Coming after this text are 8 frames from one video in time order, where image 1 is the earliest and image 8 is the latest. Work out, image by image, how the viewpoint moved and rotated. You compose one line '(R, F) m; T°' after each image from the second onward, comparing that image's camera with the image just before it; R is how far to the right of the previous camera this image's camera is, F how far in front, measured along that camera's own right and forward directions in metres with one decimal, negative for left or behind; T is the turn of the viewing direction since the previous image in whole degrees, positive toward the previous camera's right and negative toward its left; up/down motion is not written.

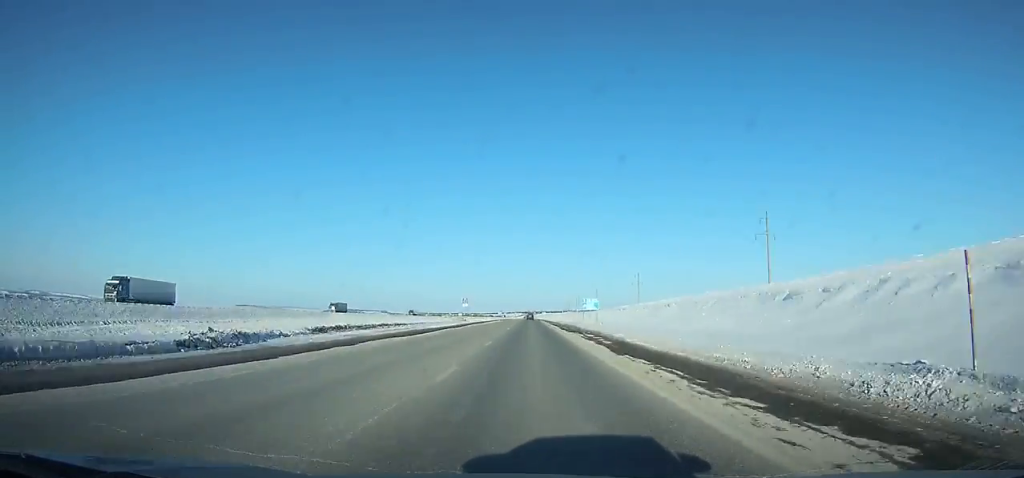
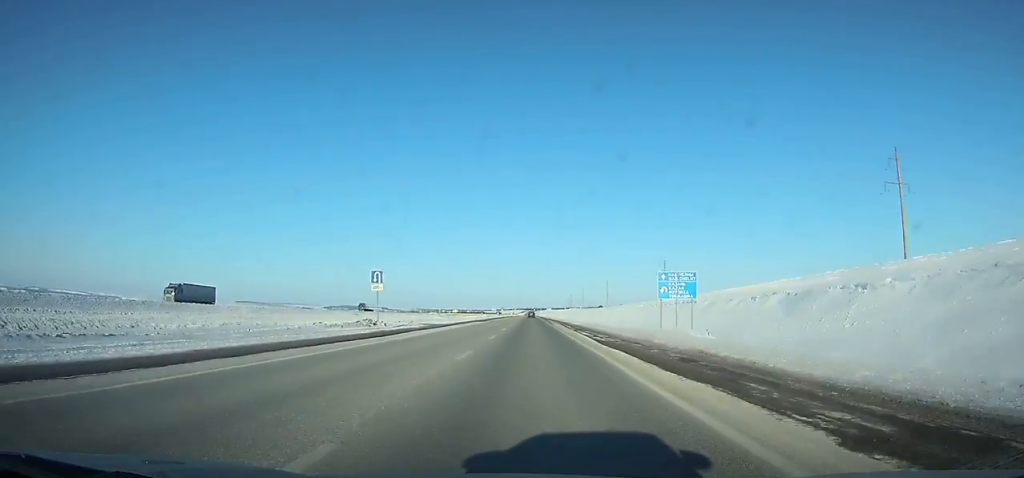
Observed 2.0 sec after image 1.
(+0.1, +56.5) m; 0°
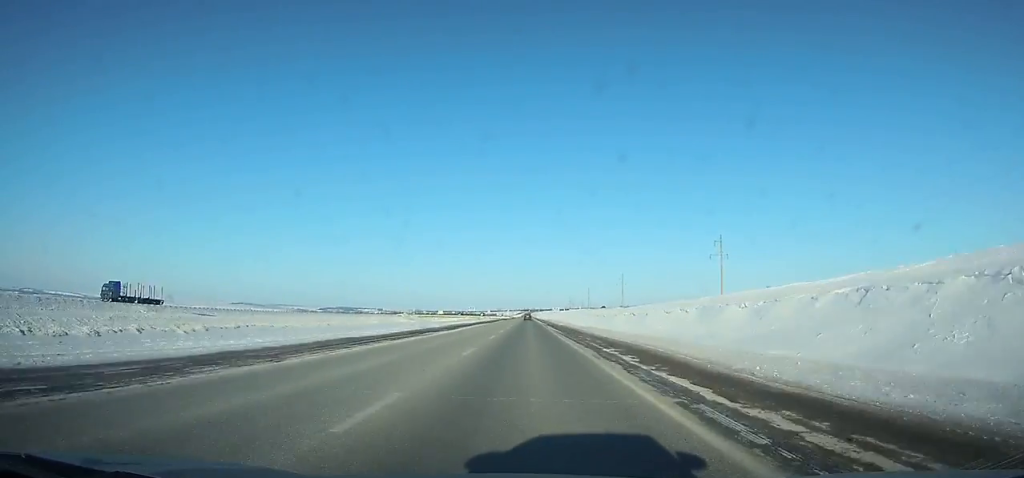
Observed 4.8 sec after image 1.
(0.0, +79.4) m; 0°
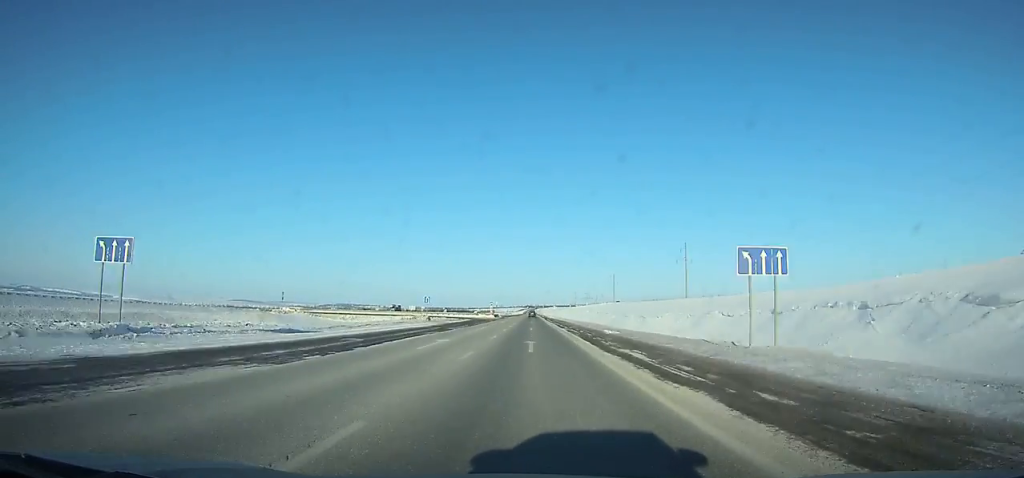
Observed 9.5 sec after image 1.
(-0.4, +133.0) m; 0°
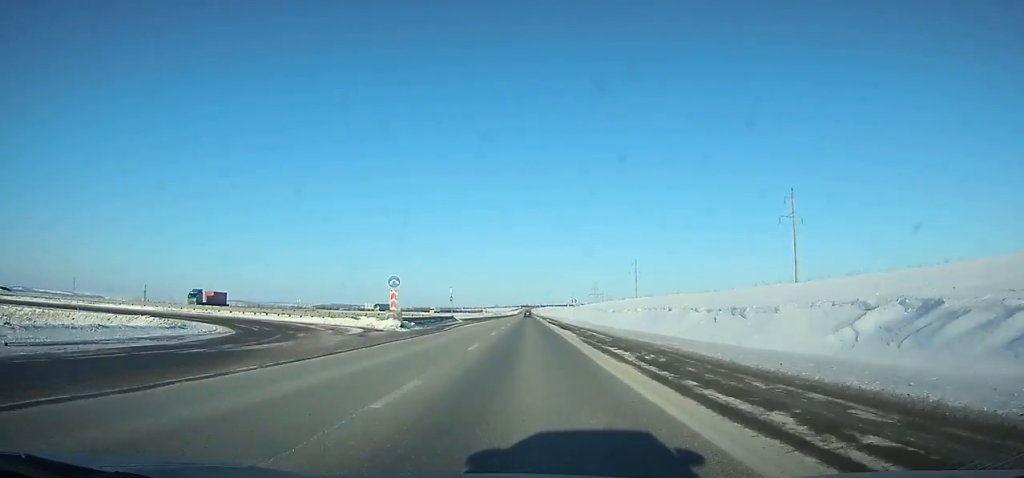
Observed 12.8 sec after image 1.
(0.0, +92.5) m; 0°
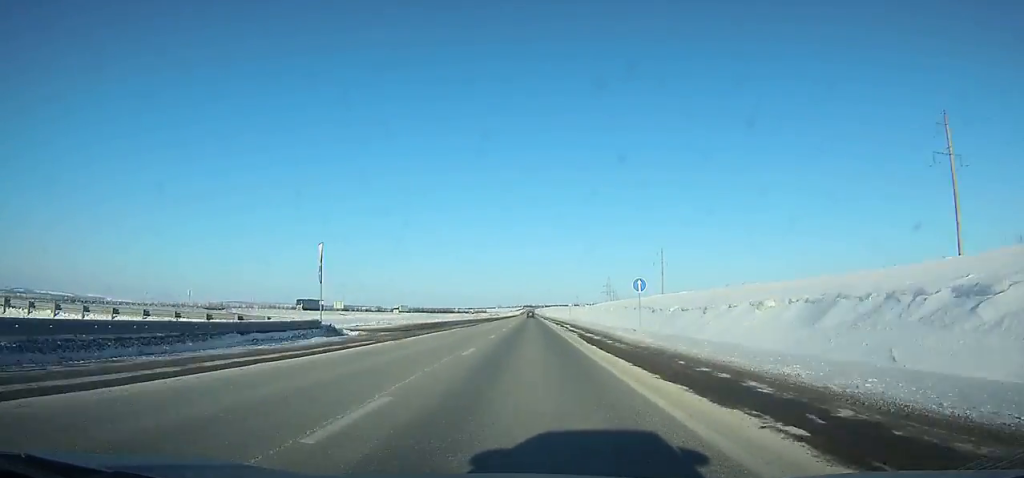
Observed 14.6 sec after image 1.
(+0.1, +50.3) m; 0°
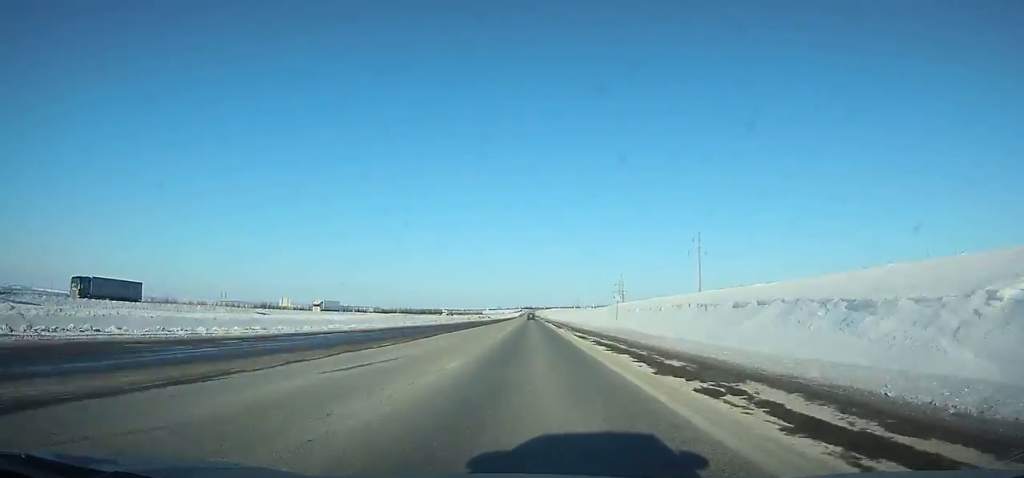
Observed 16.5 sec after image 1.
(0.0, +53.1) m; 0°
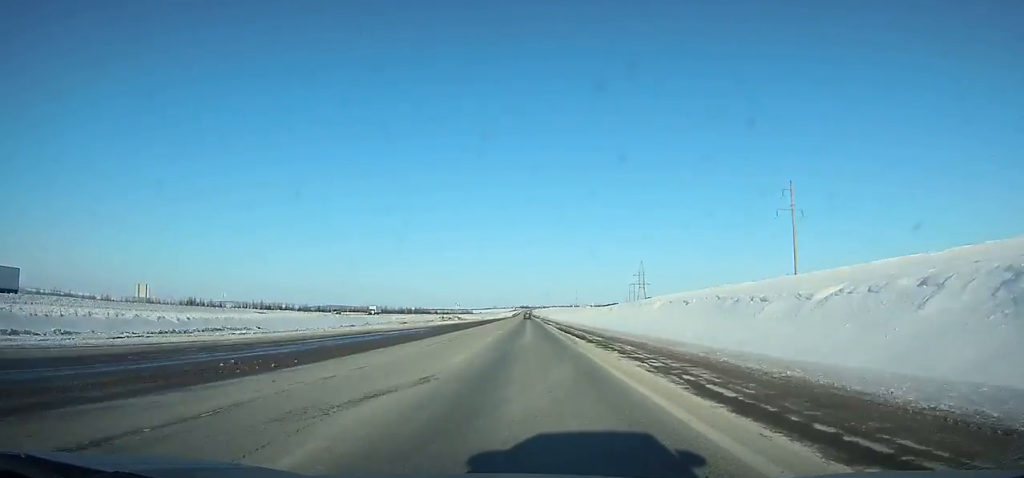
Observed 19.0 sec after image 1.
(0.0, +69.9) m; 0°
